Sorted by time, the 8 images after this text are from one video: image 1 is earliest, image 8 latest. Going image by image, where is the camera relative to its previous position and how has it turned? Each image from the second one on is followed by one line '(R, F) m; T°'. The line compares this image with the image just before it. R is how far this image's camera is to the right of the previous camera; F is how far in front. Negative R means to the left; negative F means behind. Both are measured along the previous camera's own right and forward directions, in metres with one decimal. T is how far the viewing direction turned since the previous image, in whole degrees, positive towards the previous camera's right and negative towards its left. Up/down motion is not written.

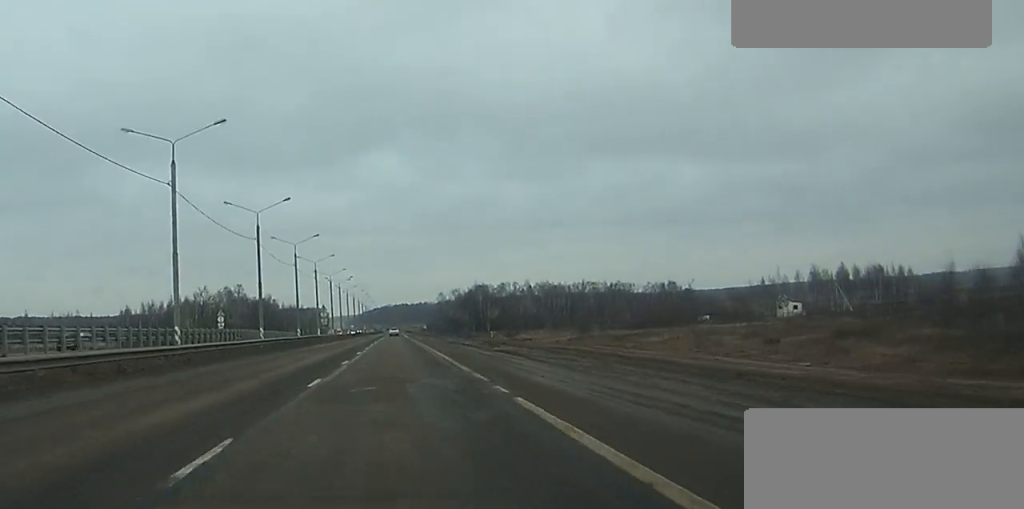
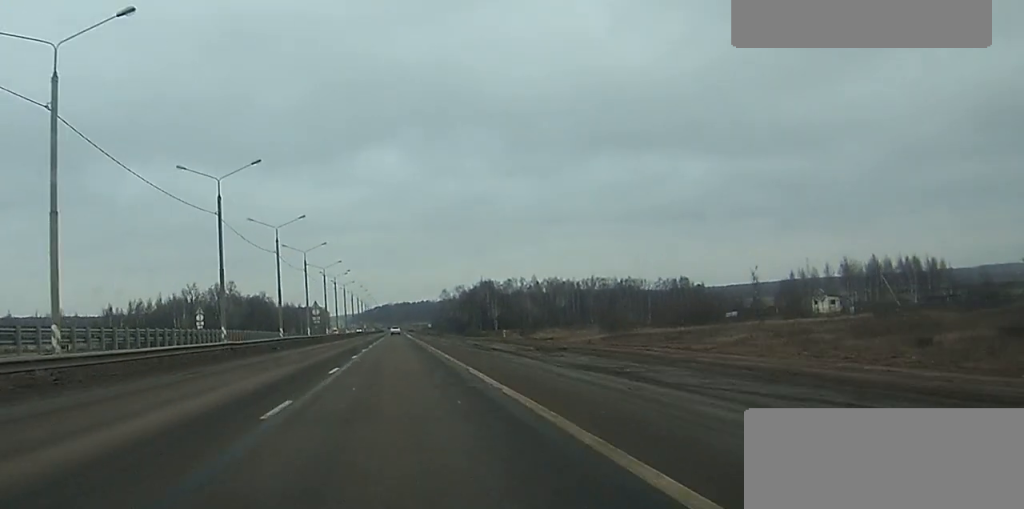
(0.0, +18.5) m; 0°
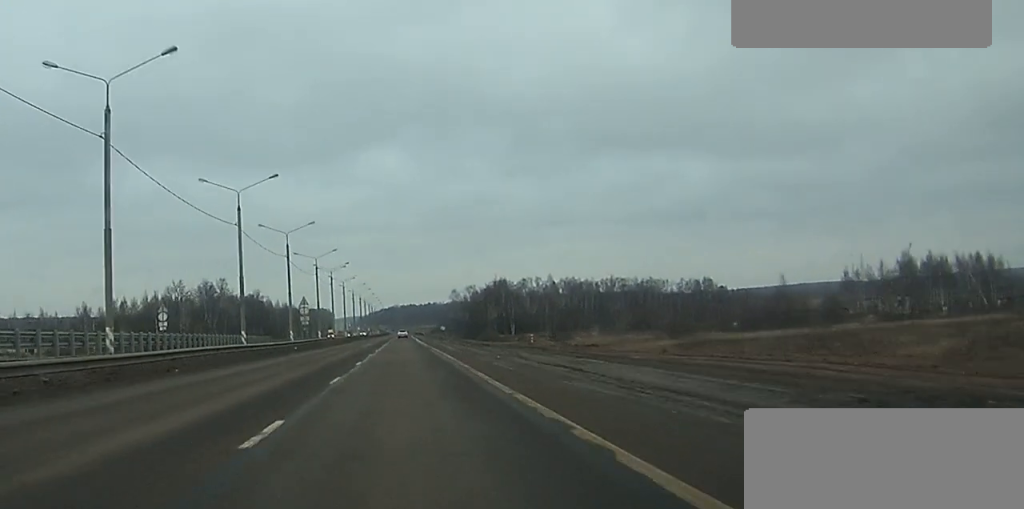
(0.0, +26.6) m; 0°
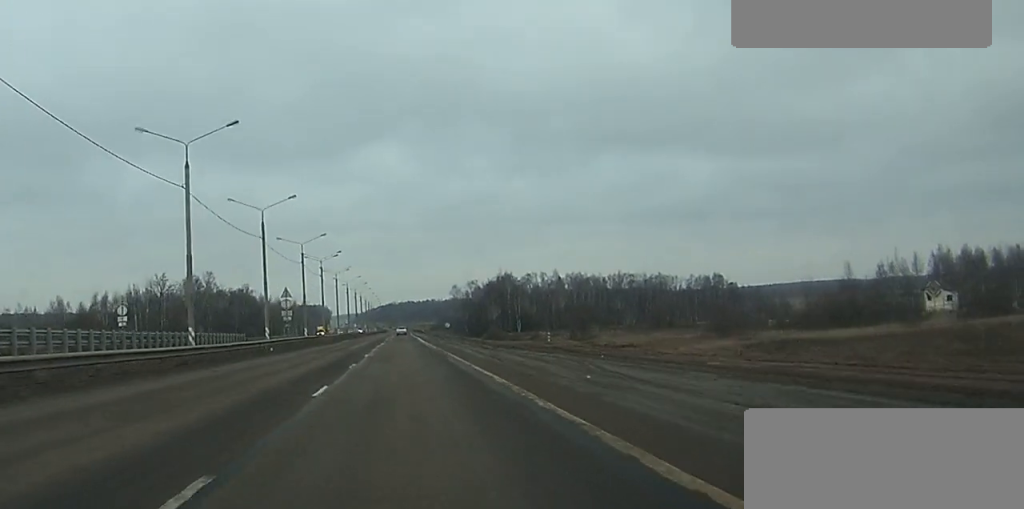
(0.0, +16.9) m; 0°
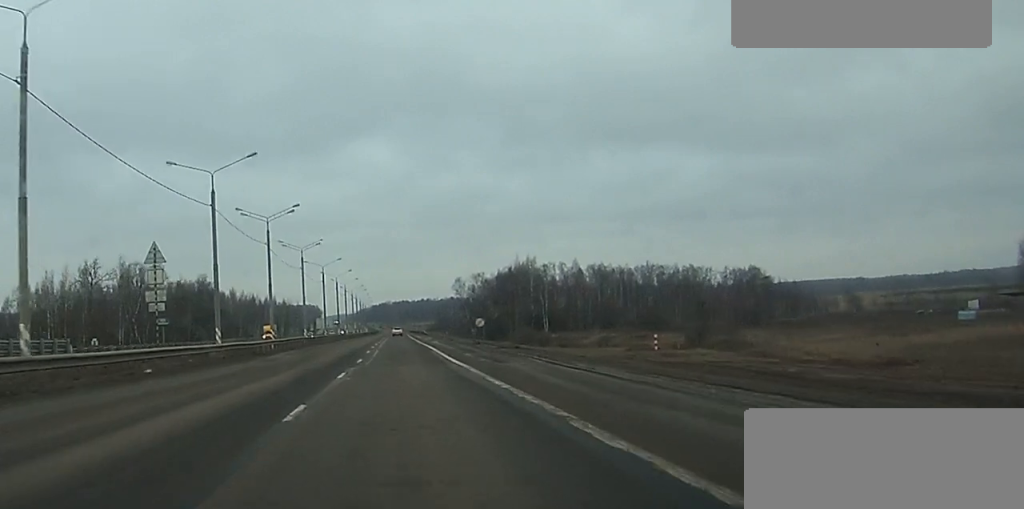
(+0.2, +51.7) m; 0°
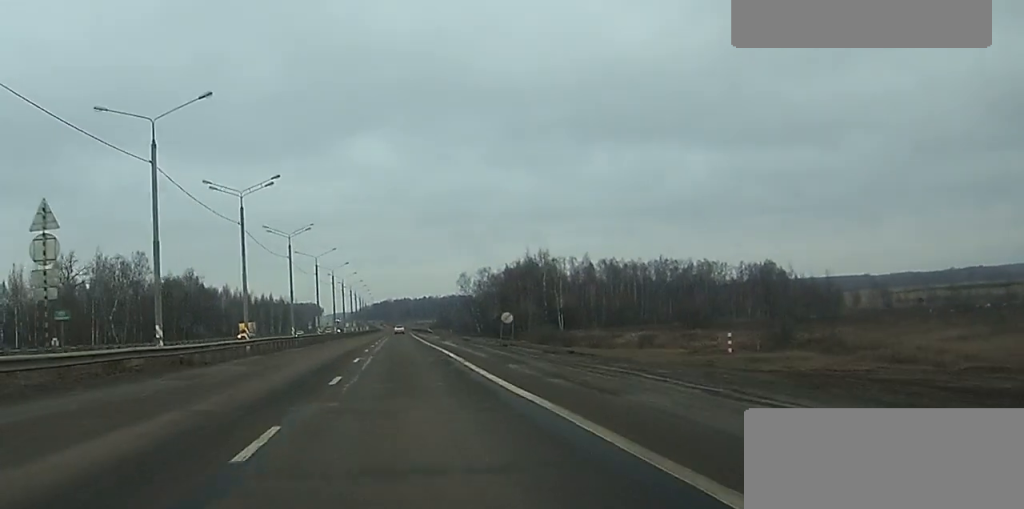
(0.0, +15.2) m; 0°
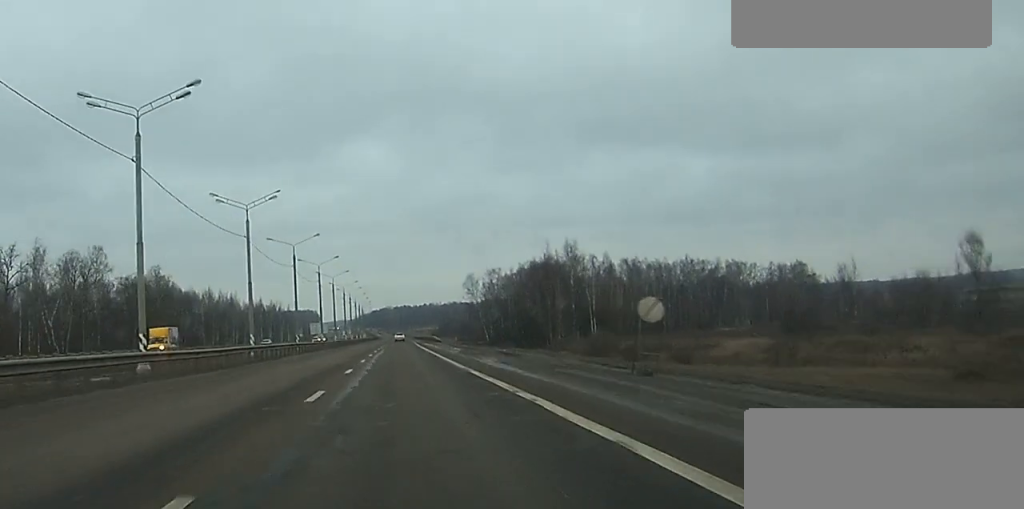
(0.0, +28.7) m; 0°
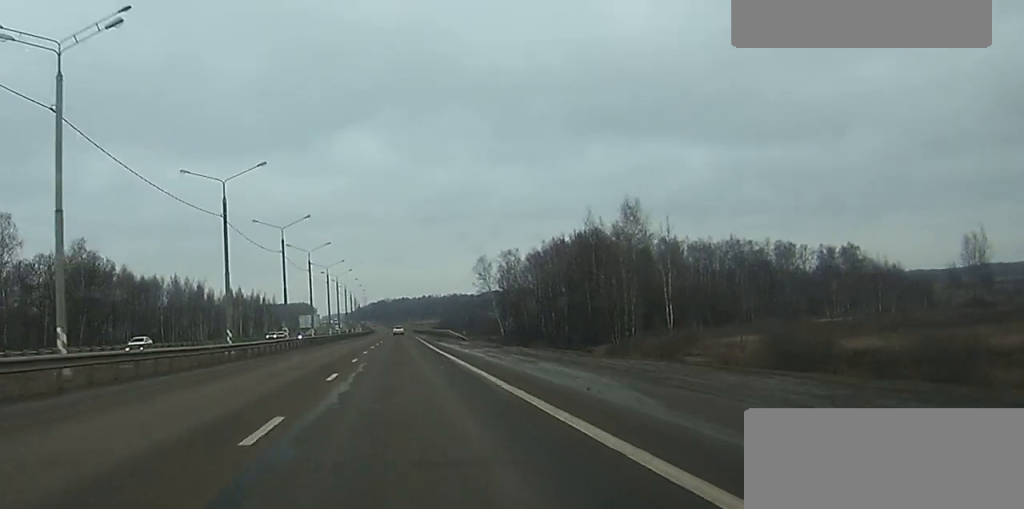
(+0.1, +41.5) m; 0°
